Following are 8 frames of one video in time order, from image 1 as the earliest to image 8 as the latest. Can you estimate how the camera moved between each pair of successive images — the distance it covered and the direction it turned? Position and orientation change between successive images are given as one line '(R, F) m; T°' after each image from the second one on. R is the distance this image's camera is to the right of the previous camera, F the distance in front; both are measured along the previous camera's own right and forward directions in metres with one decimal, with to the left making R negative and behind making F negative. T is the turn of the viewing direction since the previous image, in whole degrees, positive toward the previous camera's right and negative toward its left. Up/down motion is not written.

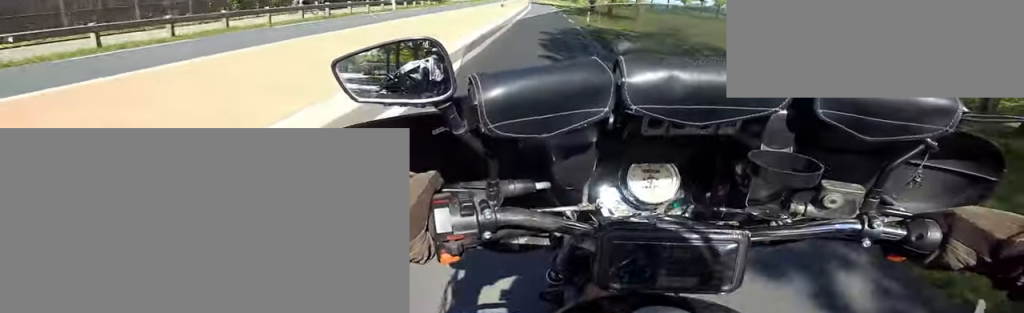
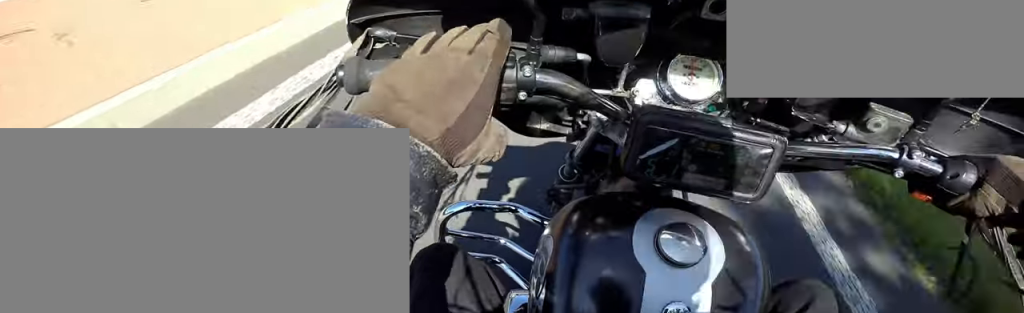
(+0.7, +15.4) m; -2°
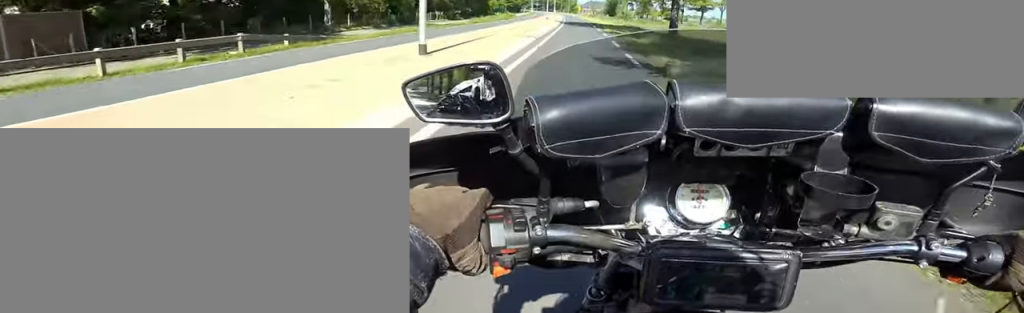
(-0.7, +8.7) m; +1°
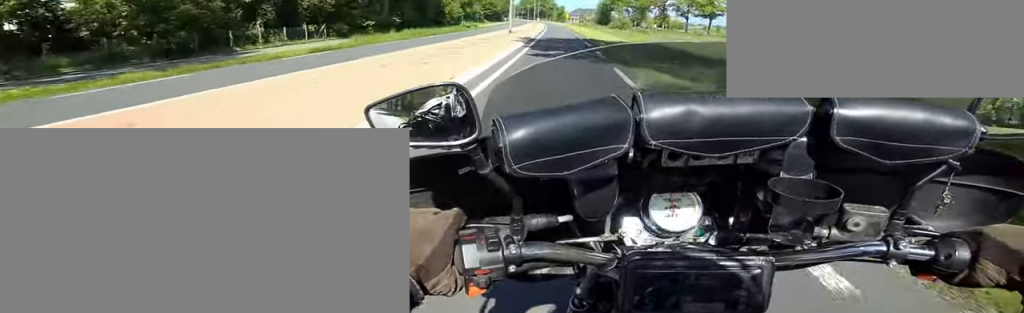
(+1.4, +20.7) m; +1°
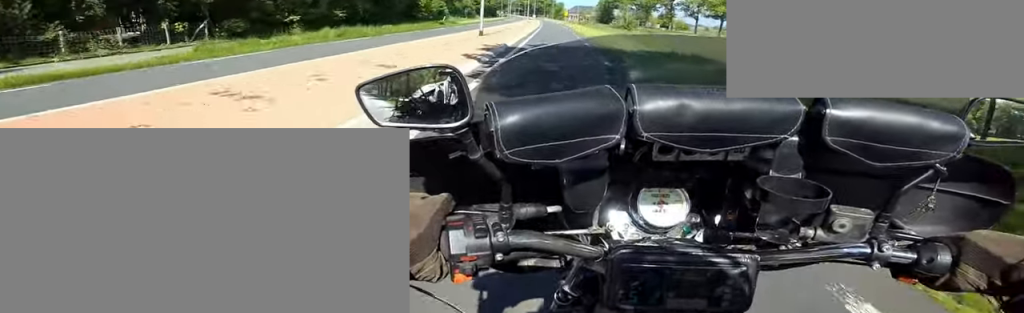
(-1.1, +9.6) m; -2°
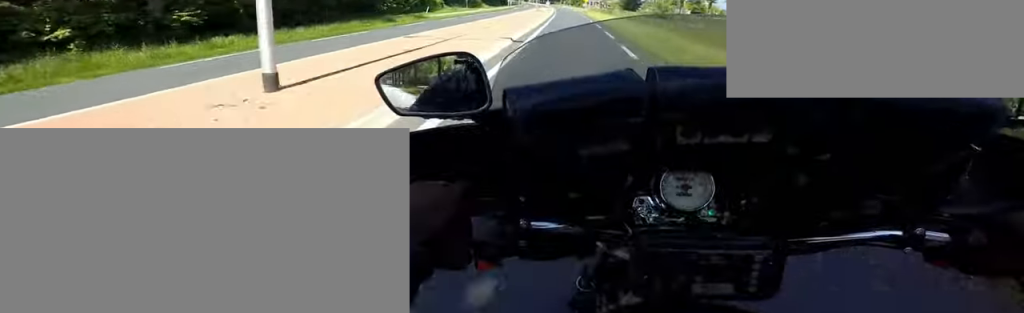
(-0.2, +14.0) m; 0°
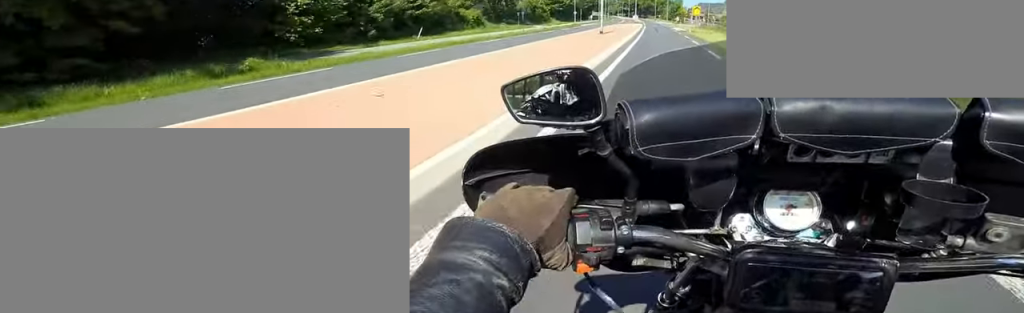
(+0.1, +19.4) m; -1°
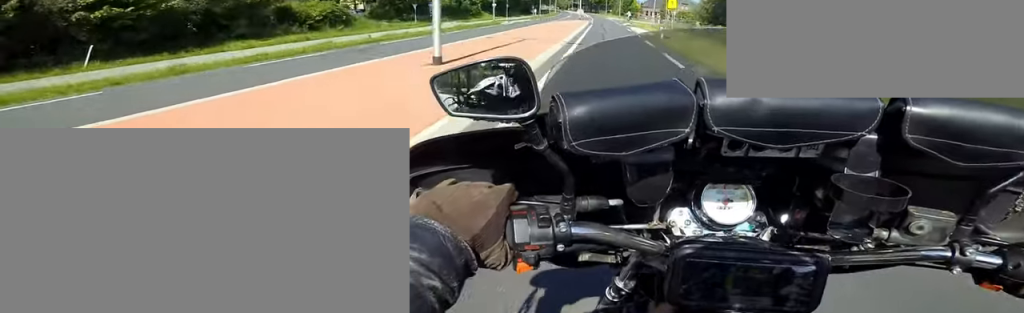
(-0.1, +14.0) m; 0°
